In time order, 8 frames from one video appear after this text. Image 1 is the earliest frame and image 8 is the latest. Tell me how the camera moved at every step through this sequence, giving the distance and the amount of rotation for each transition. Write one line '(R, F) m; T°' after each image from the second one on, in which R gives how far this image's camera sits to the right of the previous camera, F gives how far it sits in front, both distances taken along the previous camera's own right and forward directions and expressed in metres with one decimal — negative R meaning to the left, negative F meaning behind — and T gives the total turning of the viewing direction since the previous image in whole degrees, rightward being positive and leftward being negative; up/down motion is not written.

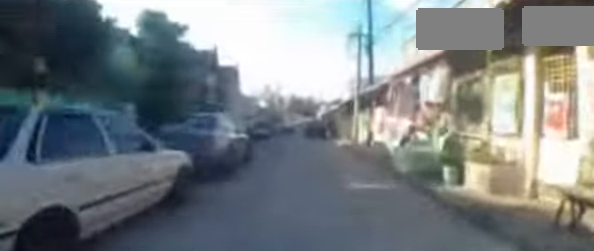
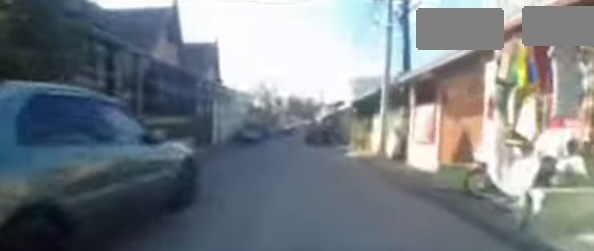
(+0.6, +5.8) m; +7°
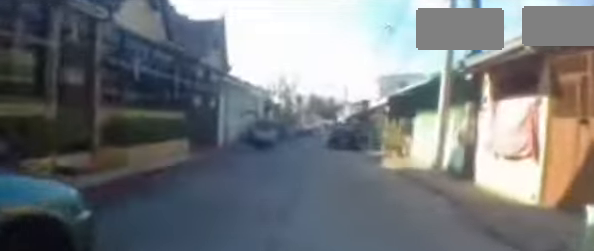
(0.0, +3.2) m; +3°
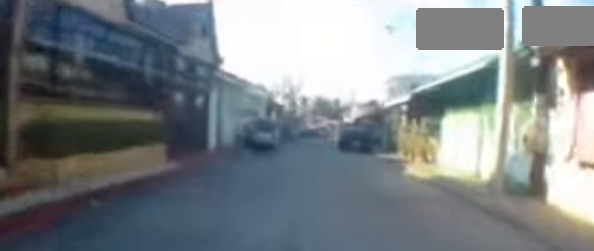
(+0.1, +2.2) m; +1°
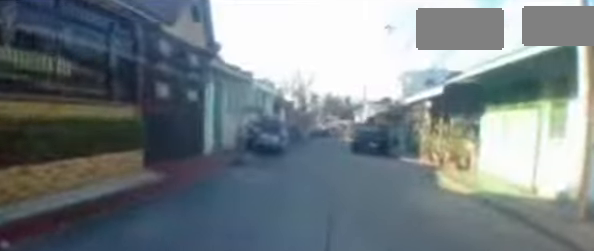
(+0.2, +1.8) m; 0°
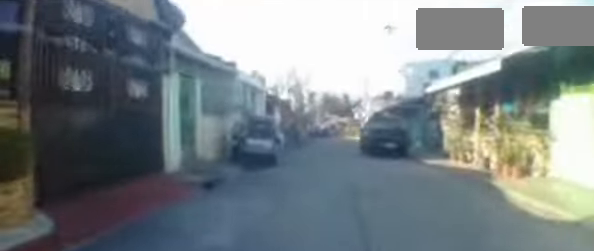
(-0.1, +2.5) m; 0°
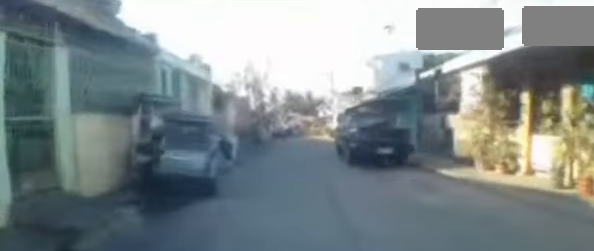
(-0.1, +3.6) m; +1°
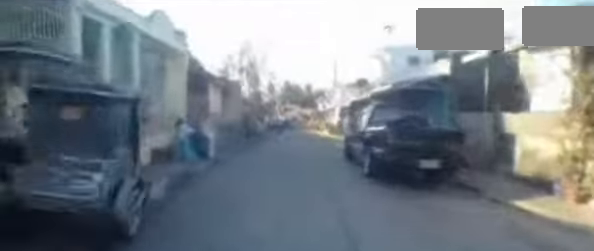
(+0.1, +2.5) m; +3°
